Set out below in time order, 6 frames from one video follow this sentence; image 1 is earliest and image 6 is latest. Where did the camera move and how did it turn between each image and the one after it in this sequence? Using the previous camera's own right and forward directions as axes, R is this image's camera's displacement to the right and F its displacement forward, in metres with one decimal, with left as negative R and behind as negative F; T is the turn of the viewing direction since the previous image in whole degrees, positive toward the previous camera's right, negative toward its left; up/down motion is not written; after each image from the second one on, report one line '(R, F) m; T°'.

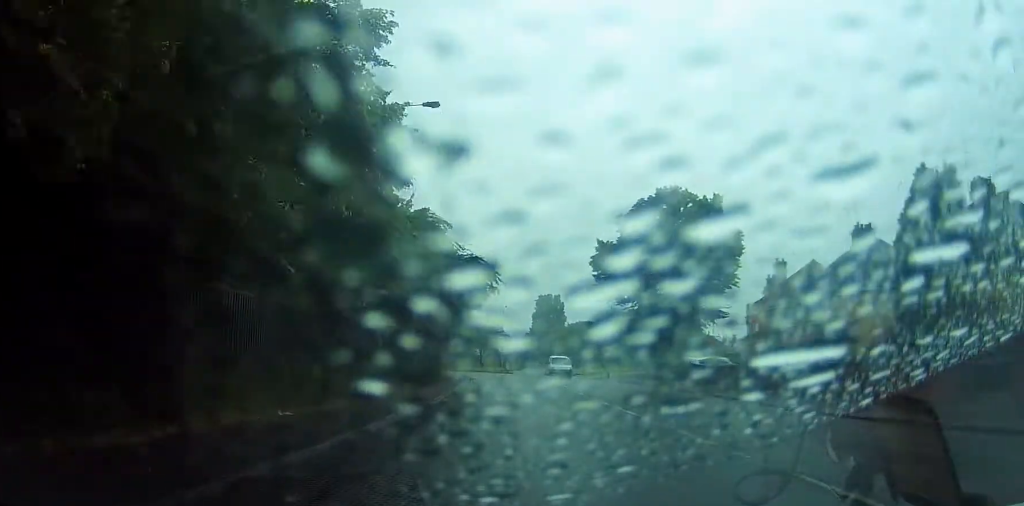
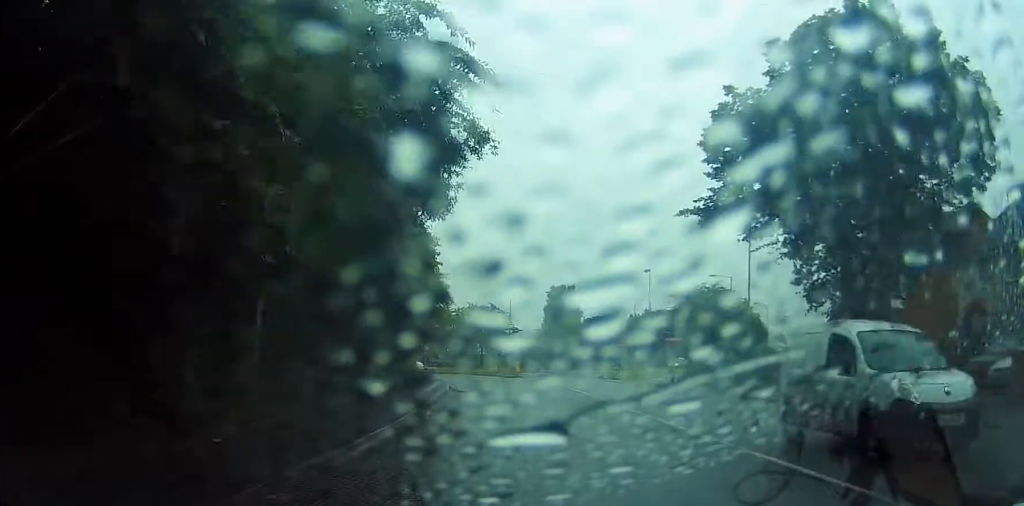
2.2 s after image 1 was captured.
(-0.5, +21.5) m; -1°
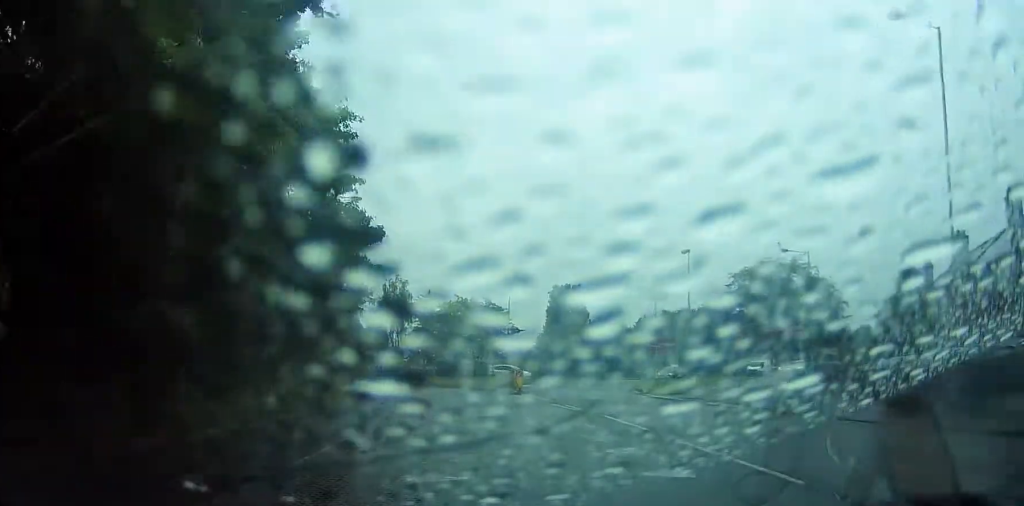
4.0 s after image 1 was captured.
(+0.1, +17.4) m; -2°
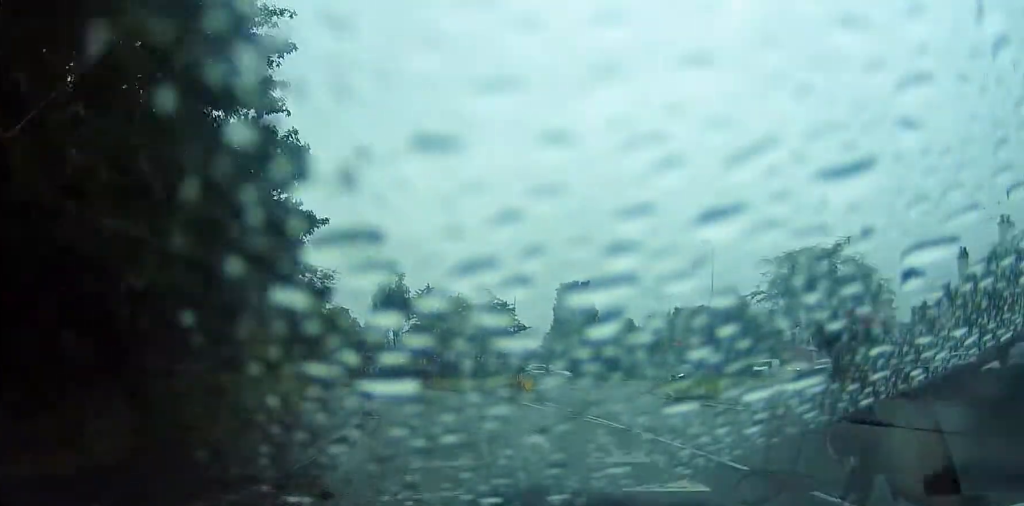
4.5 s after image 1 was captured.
(-0.1, +5.0) m; -1°
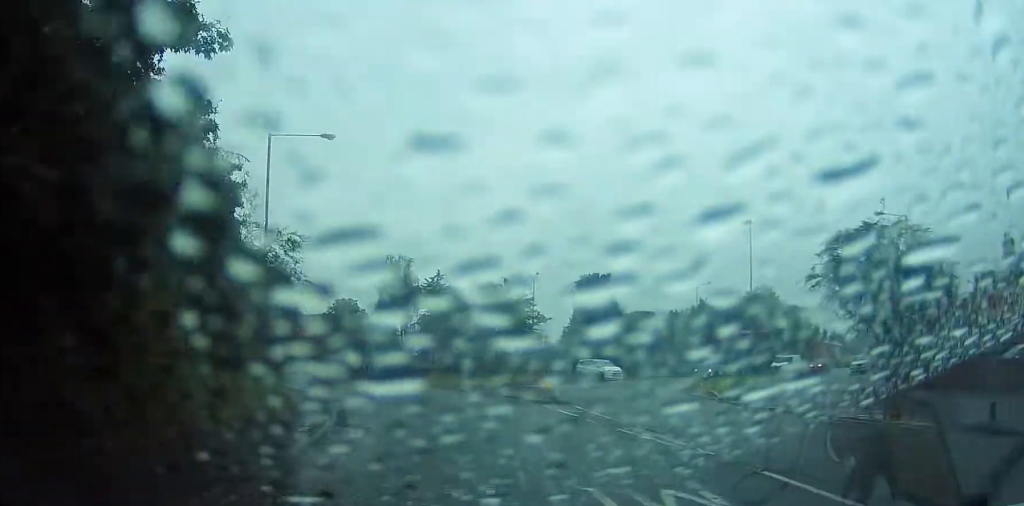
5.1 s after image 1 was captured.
(0.0, +3.6) m; 0°
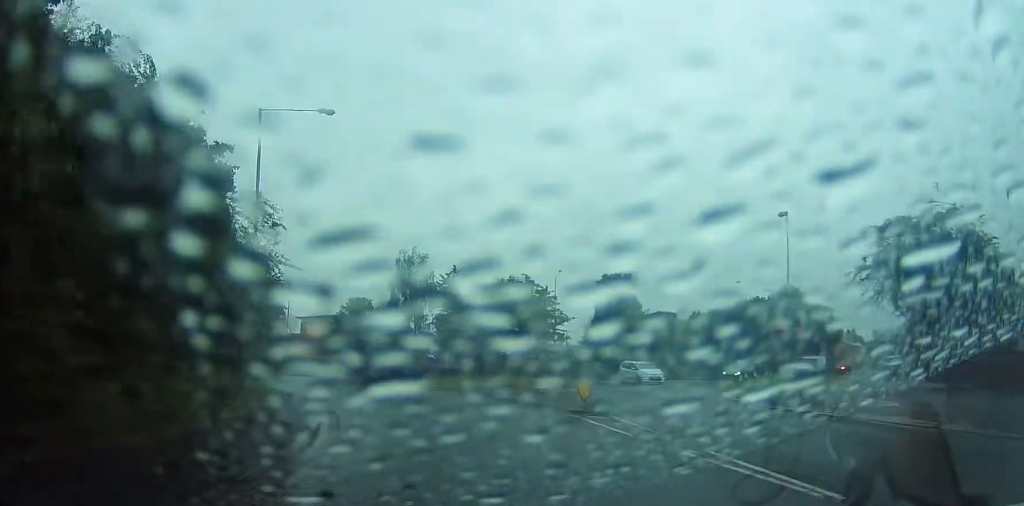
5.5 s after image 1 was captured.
(0.0, +2.5) m; -1°
